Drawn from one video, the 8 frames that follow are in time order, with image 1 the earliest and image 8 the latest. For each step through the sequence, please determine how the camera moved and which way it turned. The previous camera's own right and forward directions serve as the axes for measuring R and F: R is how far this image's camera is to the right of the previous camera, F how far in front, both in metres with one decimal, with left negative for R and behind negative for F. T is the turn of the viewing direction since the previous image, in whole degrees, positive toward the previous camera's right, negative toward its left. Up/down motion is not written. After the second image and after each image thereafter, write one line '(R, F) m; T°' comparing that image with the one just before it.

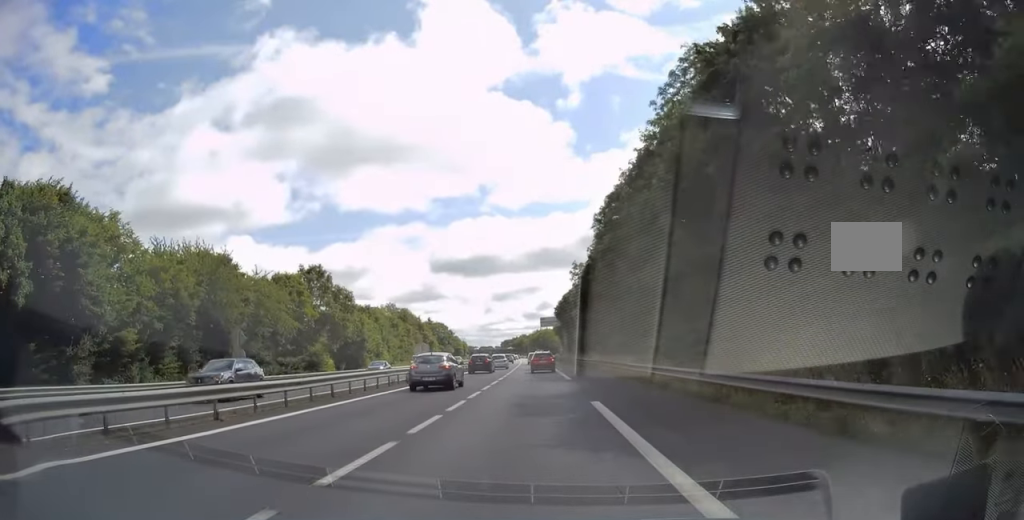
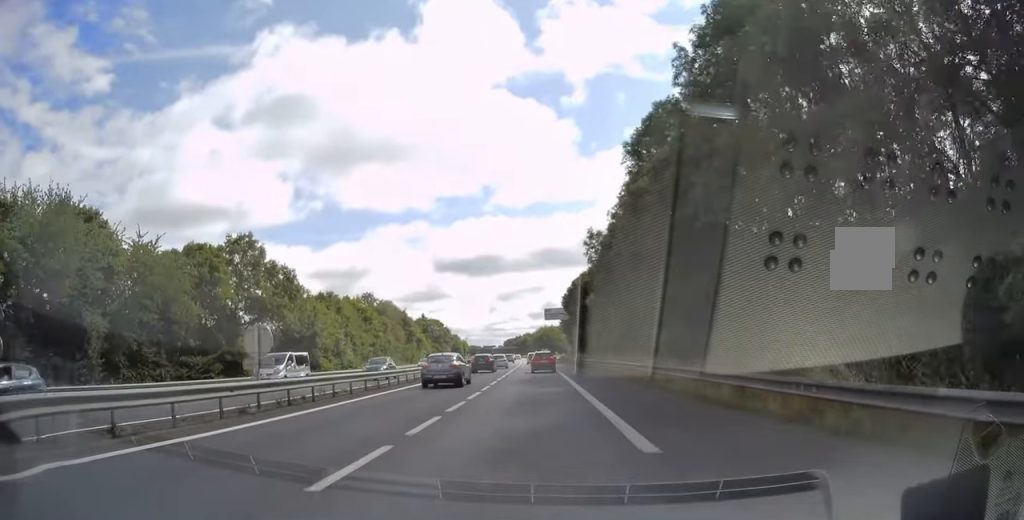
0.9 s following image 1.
(-0.3, +21.6) m; 0°
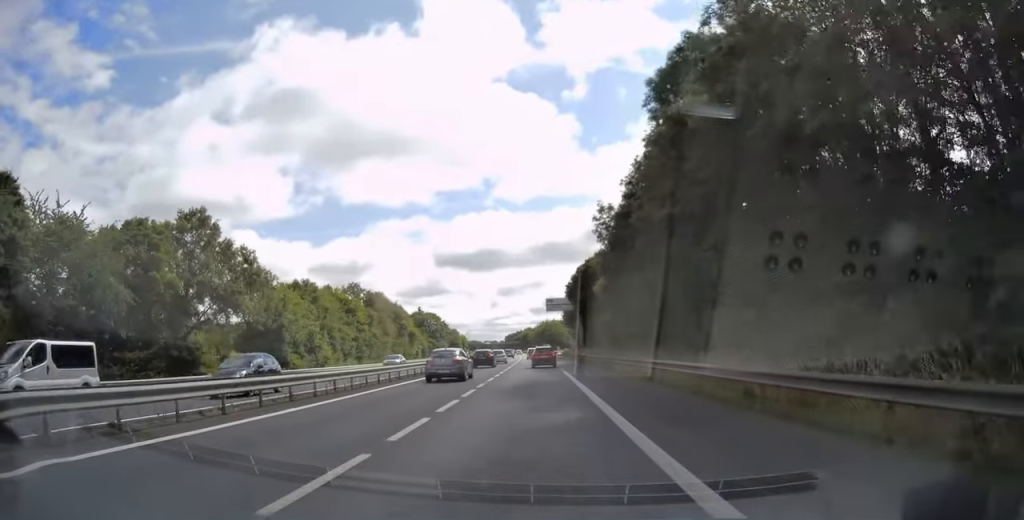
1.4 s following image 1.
(+0.1, +9.7) m; 0°
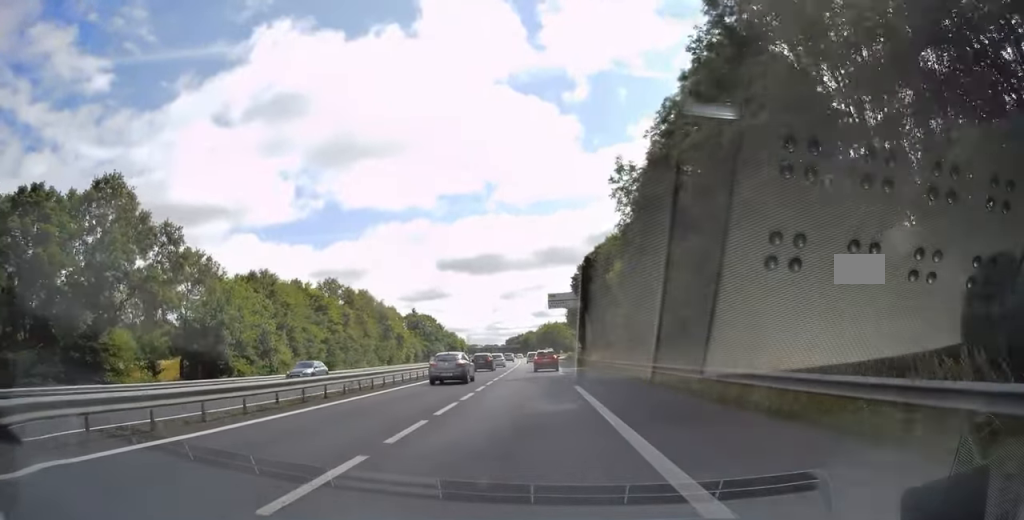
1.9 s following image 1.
(+0.2, +12.9) m; 0°
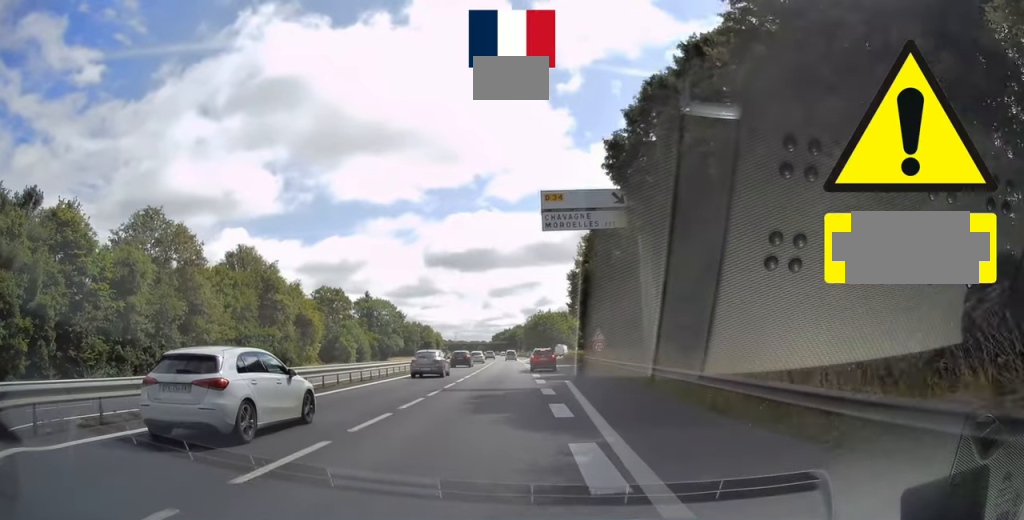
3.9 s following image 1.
(0.0, +46.8) m; +1°
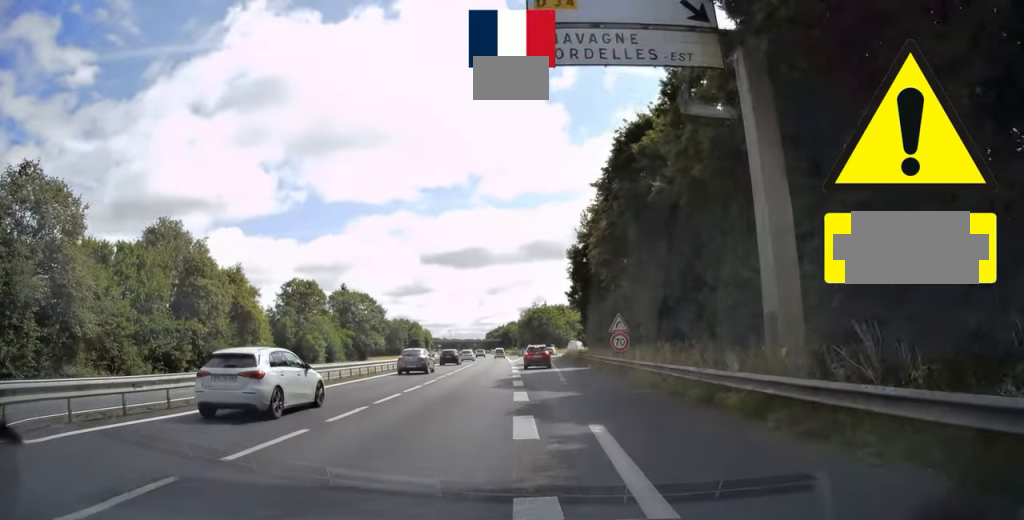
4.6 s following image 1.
(0.0, +16.4) m; 0°
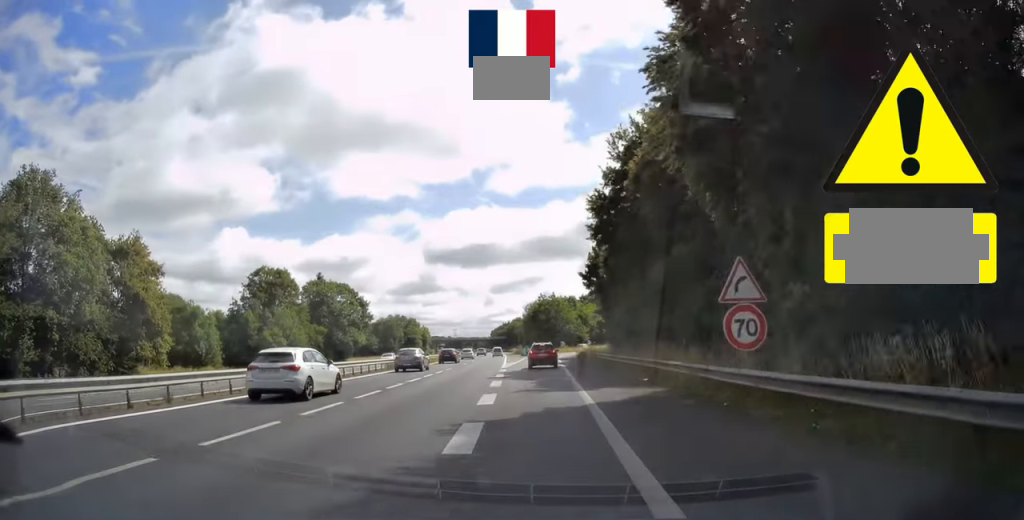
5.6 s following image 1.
(0.0, +21.0) m; -1°
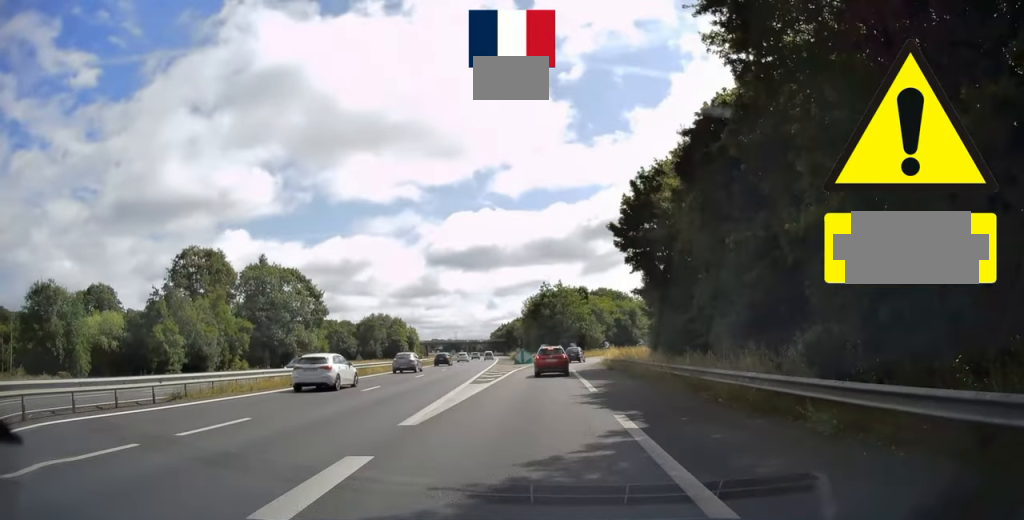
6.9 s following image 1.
(-0.5, +29.4) m; -1°
